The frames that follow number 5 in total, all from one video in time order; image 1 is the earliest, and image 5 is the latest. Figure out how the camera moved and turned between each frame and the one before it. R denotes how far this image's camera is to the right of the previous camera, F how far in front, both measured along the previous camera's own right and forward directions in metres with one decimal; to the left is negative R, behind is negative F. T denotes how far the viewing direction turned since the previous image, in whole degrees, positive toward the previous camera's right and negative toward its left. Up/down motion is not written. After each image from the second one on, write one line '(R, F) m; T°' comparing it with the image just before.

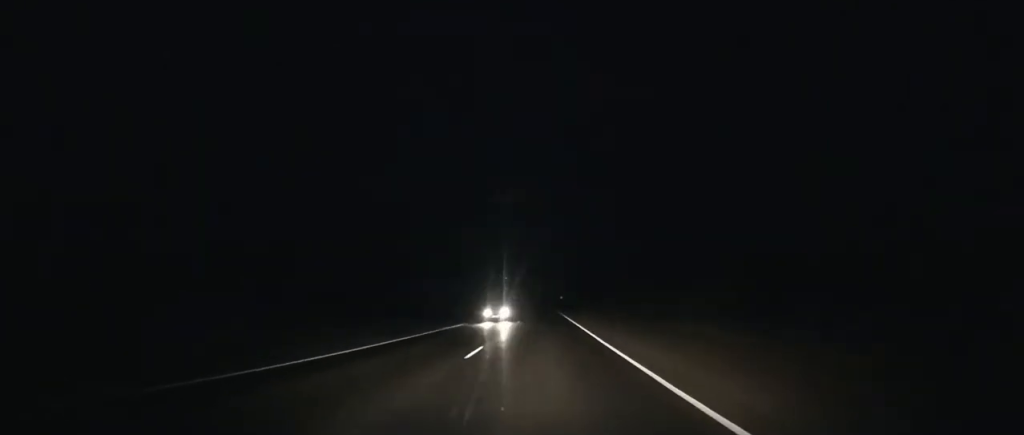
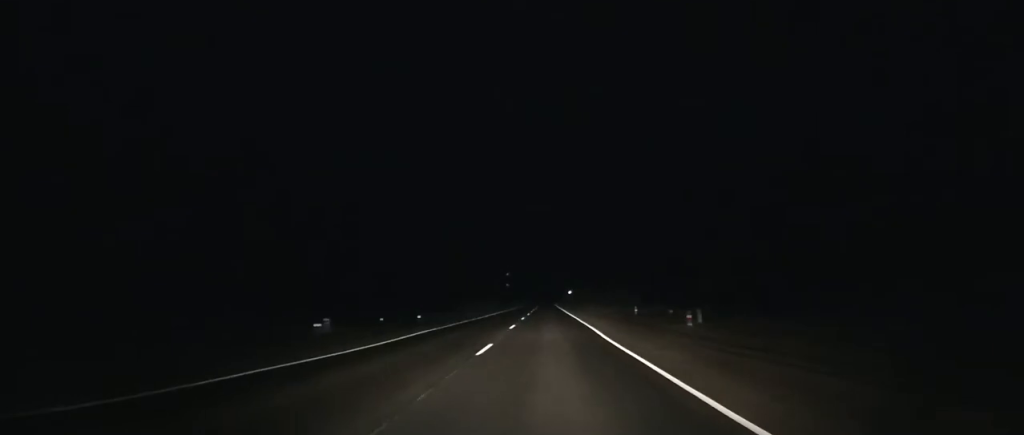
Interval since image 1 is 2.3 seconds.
(0.0, +59.1) m; 0°
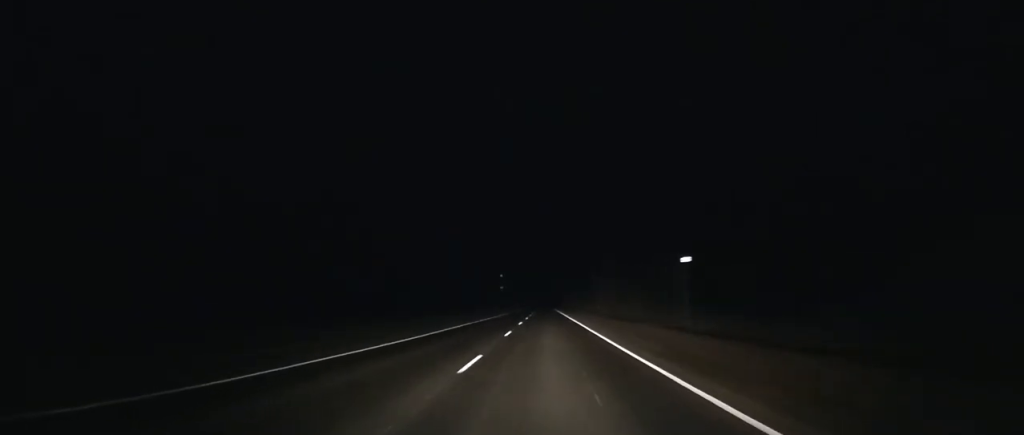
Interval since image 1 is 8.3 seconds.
(+0.1, +160.2) m; 0°
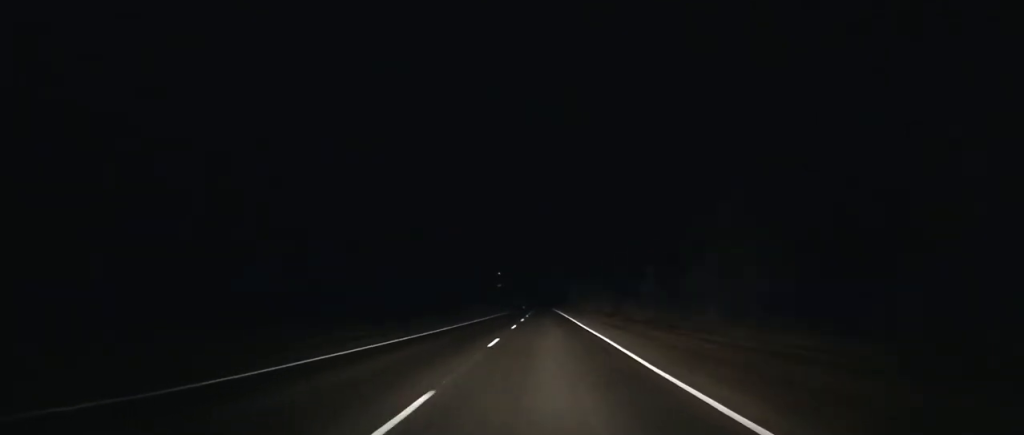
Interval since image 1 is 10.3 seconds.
(+0.1, +54.3) m; 0°
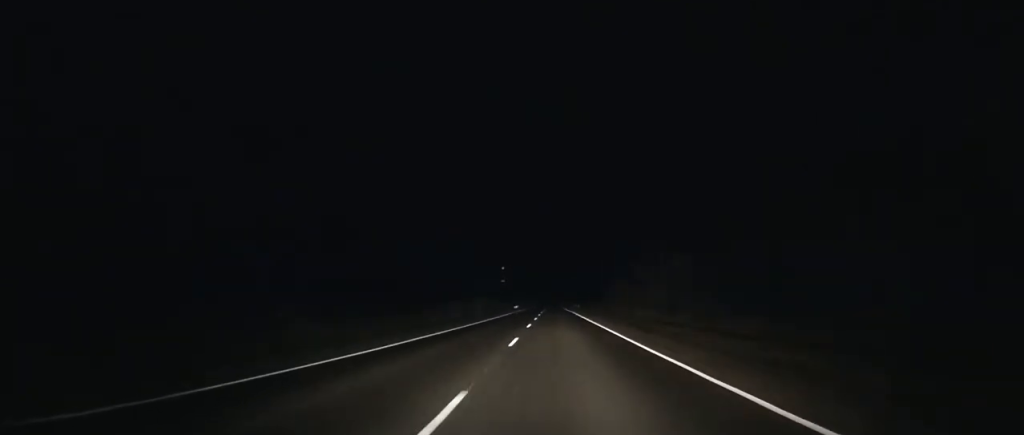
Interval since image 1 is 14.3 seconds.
(0.0, +105.1) m; 0°
